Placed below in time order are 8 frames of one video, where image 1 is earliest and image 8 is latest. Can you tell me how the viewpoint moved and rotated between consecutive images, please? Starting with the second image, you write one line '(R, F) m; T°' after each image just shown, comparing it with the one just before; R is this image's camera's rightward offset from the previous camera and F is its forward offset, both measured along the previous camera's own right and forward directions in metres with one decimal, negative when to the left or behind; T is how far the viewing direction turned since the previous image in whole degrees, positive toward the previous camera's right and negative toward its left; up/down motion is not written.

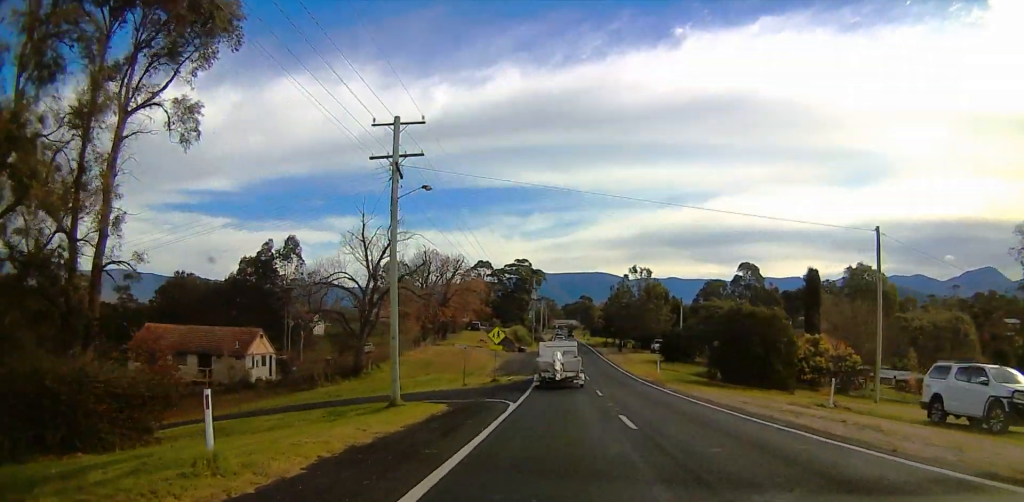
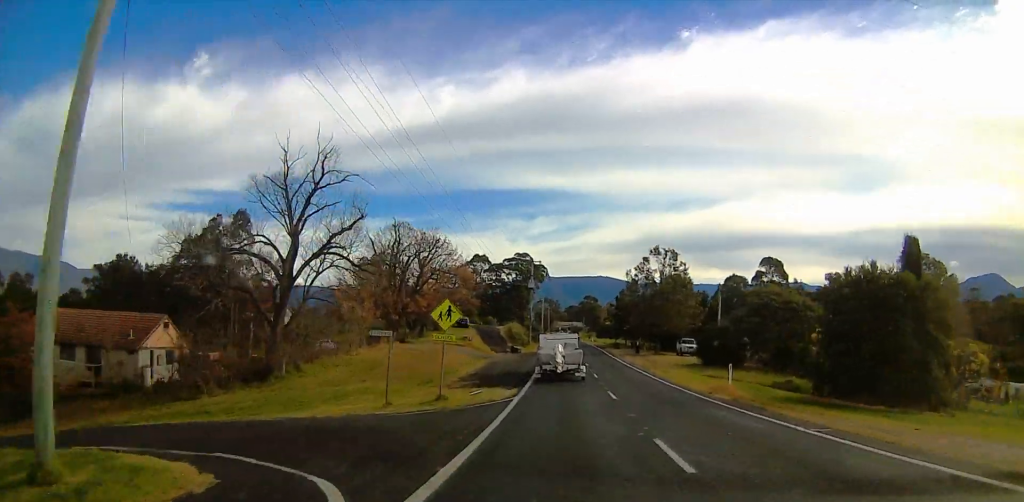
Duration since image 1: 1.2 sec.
(+0.7, +16.5) m; +2°
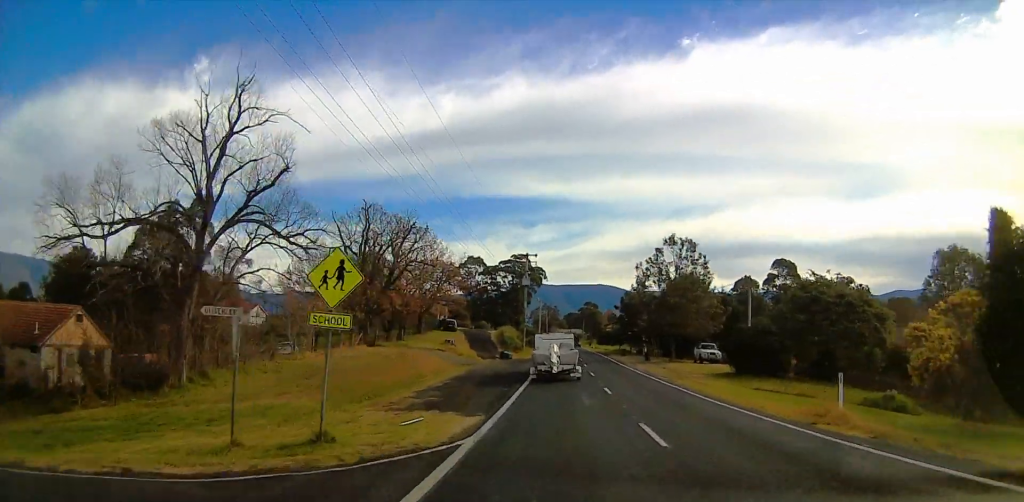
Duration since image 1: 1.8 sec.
(+0.1, +9.7) m; -1°
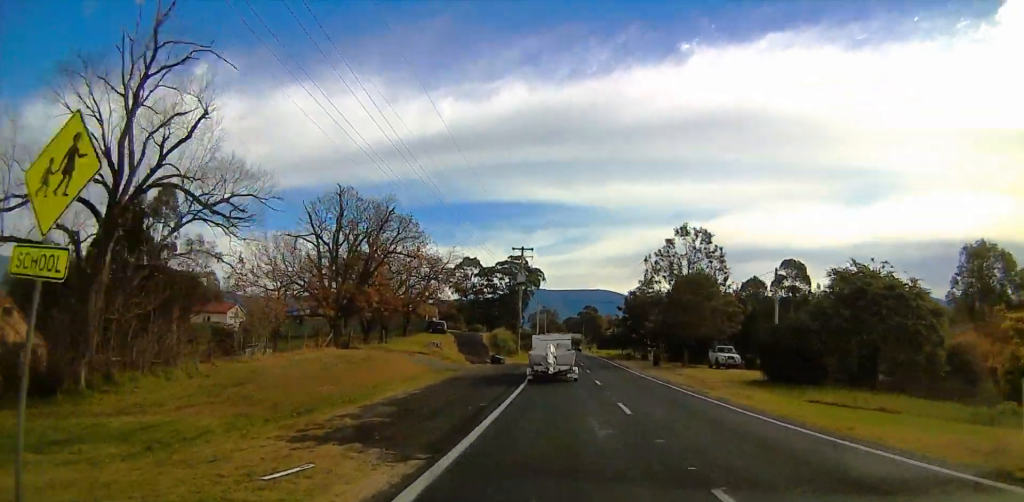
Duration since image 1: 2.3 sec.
(-0.3, +6.4) m; -1°
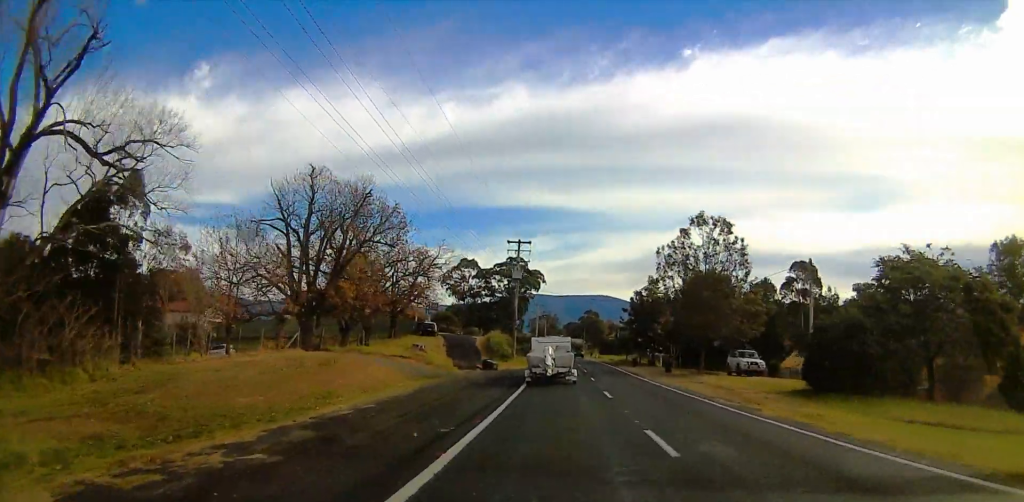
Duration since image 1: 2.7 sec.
(-0.1, +6.0) m; 0°
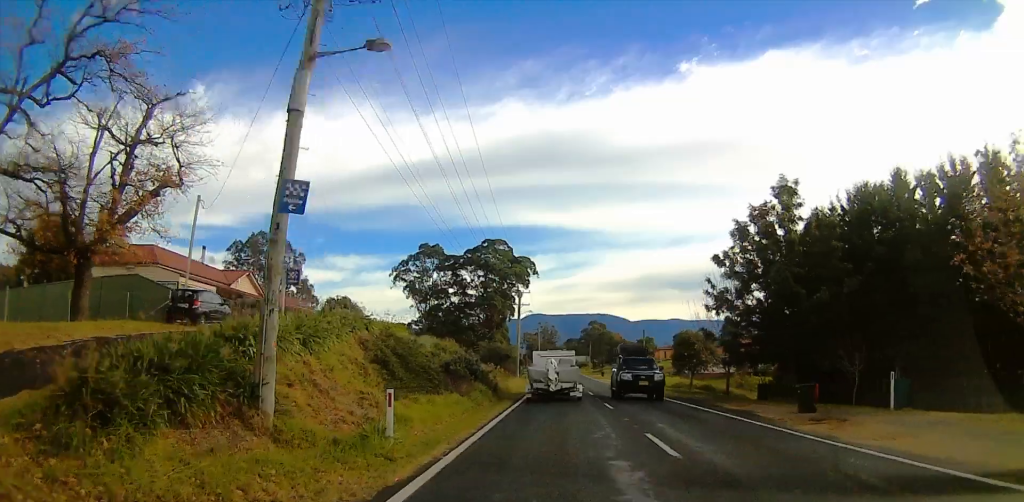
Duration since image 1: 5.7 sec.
(+0.9, +46.5) m; 0°
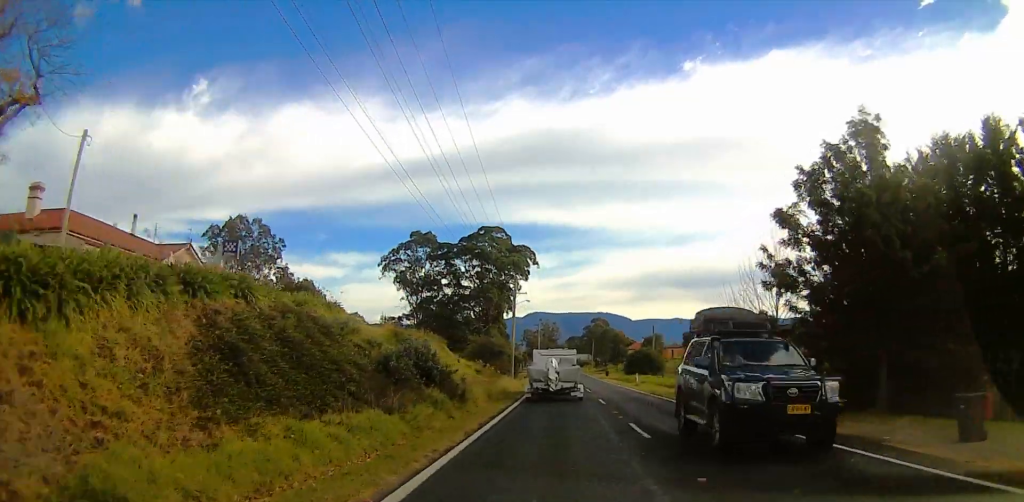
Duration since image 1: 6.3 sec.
(-0.2, +8.7) m; 0°
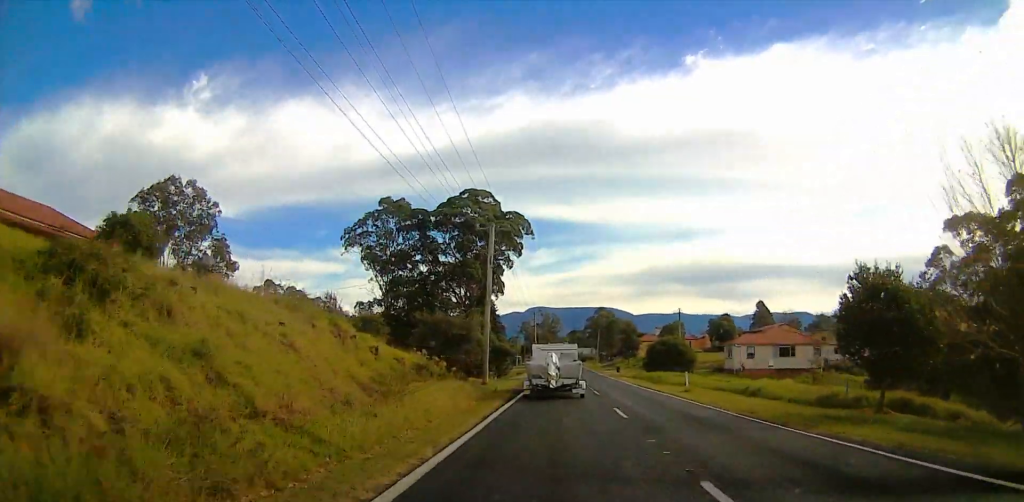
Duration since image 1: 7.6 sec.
(+0.1, +20.2) m; 0°
